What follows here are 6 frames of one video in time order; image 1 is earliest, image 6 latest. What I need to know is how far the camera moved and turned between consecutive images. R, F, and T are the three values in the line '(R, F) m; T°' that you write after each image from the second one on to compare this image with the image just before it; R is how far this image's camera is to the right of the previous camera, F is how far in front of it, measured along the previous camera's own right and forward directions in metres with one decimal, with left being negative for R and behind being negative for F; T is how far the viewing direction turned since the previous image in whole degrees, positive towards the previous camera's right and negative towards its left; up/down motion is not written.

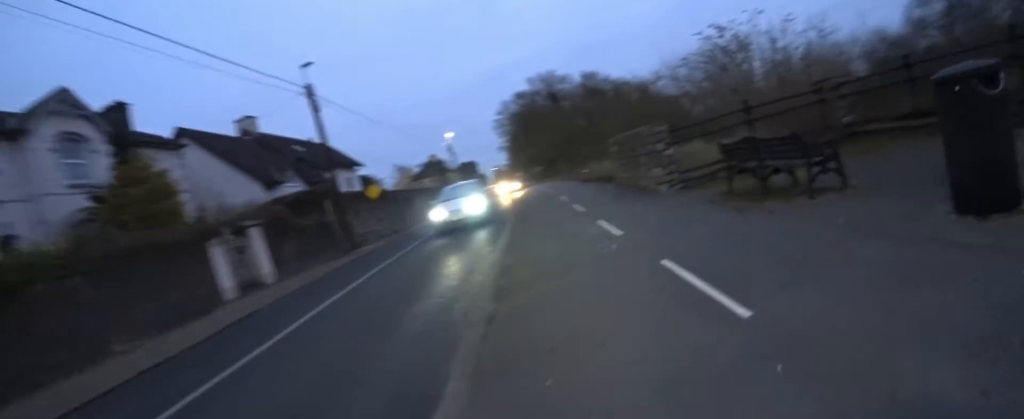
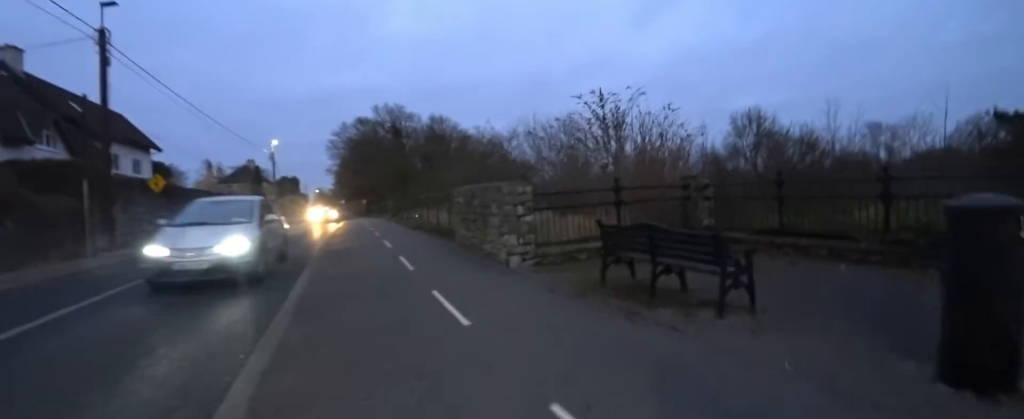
(+1.0, +2.1) m; -3°
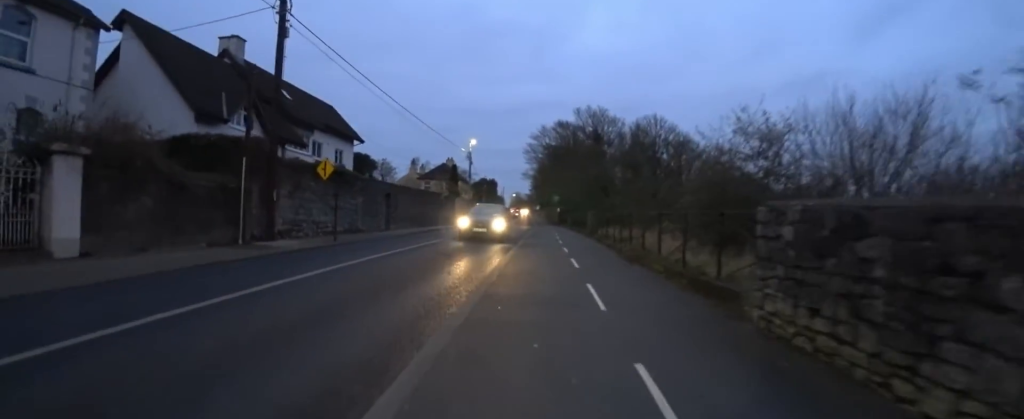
(-1.1, +5.8) m; -1°
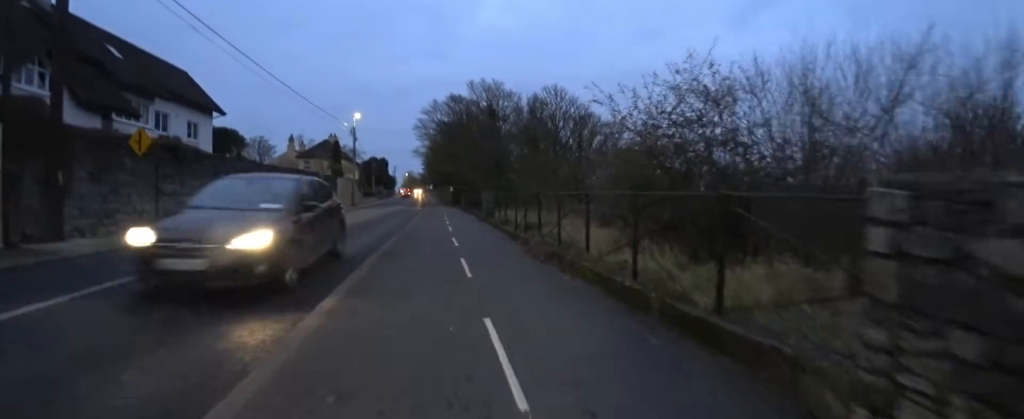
(0.0, +3.0) m; +3°
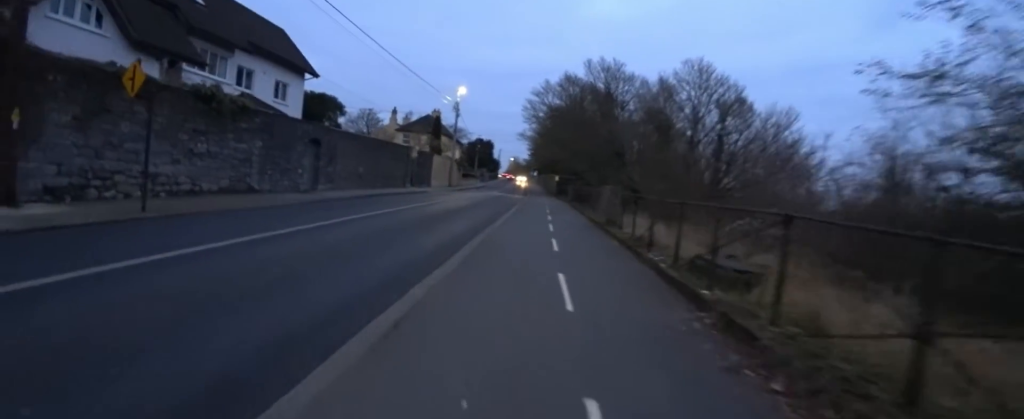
(+0.3, +5.2) m; -8°
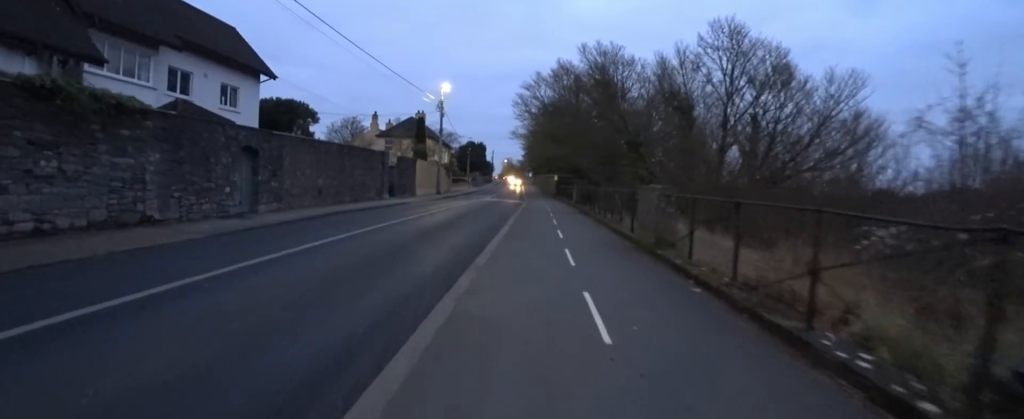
(-1.0, +4.3) m; +5°
